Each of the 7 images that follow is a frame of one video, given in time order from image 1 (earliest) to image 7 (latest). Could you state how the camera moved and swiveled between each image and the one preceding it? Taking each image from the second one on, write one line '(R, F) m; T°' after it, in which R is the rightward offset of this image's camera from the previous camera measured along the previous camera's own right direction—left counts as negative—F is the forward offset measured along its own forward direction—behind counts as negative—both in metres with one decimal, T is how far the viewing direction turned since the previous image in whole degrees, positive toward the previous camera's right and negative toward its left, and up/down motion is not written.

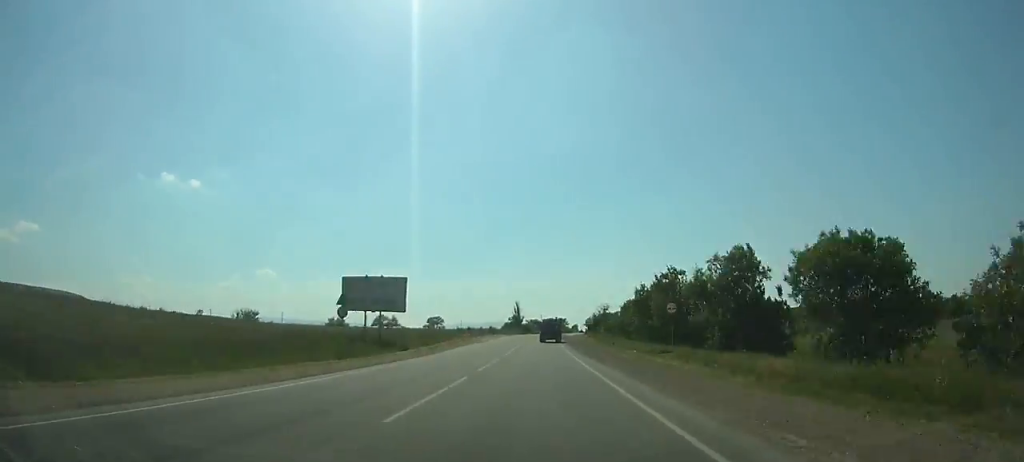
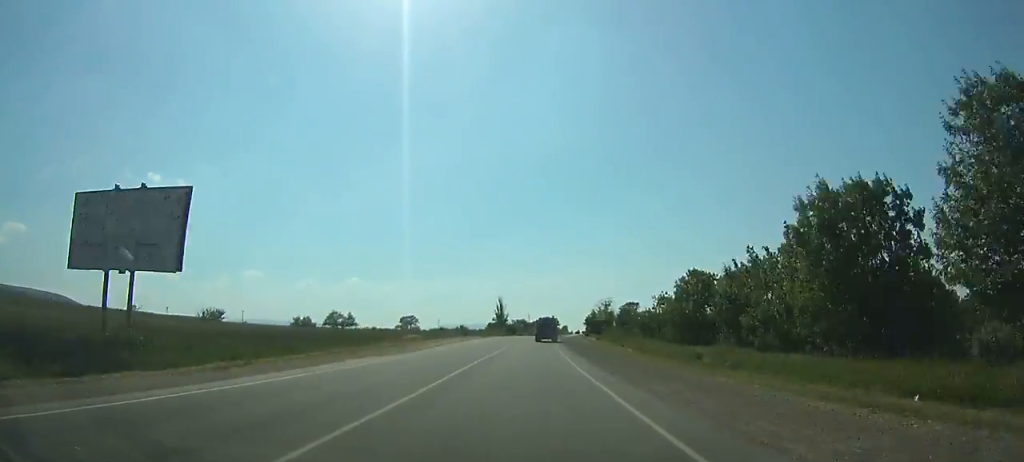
(-0.2, +31.9) m; +1°
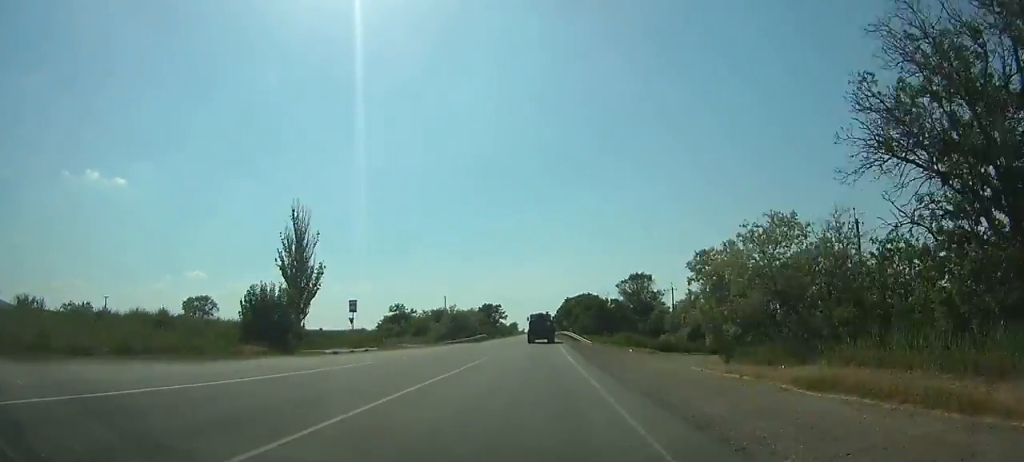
(+4.7, +128.6) m; +4°
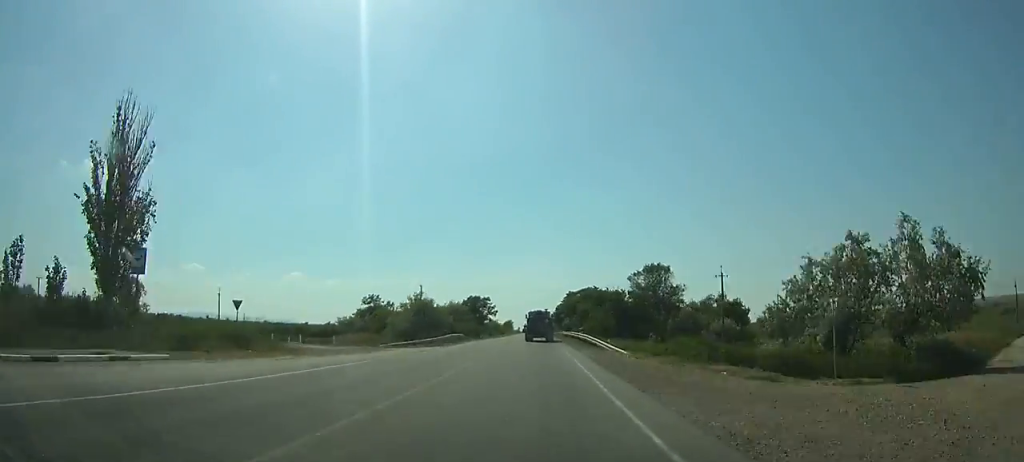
(+0.3, +25.5) m; +1°
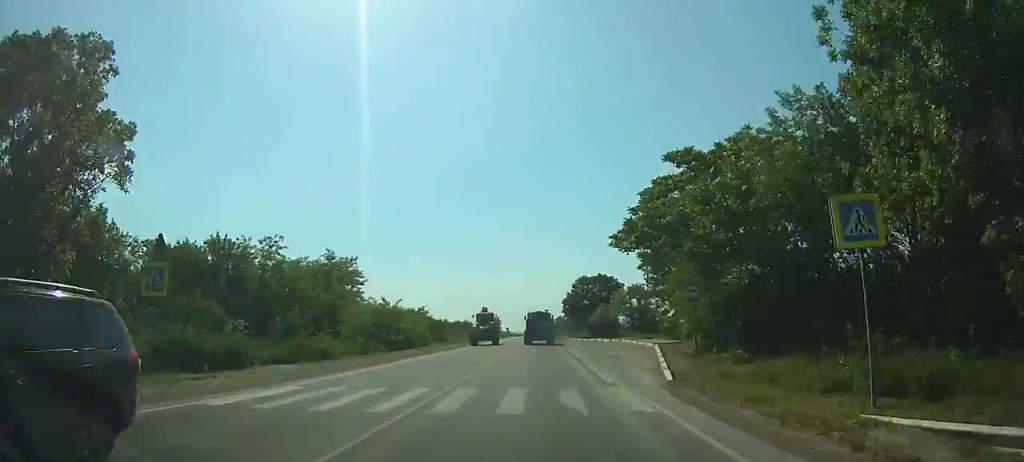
(+1.9, +106.5) m; +1°
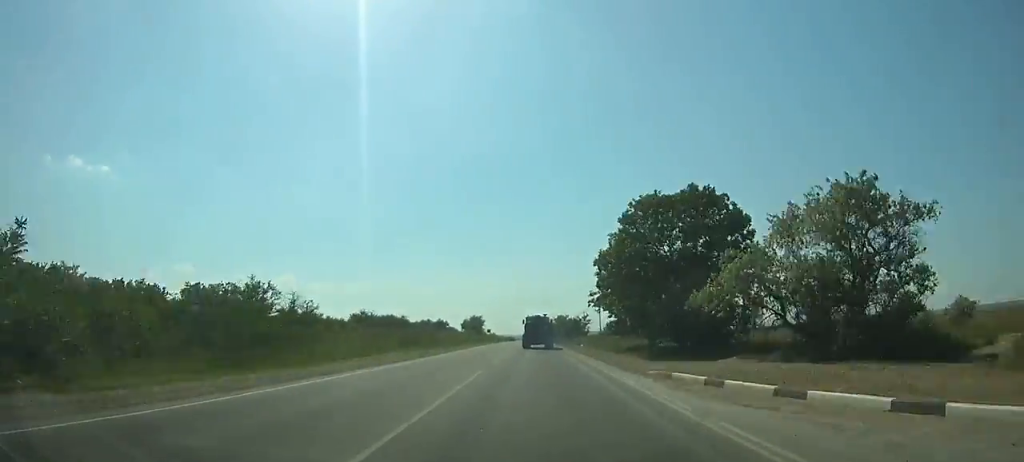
(0.0, +55.9) m; 0°
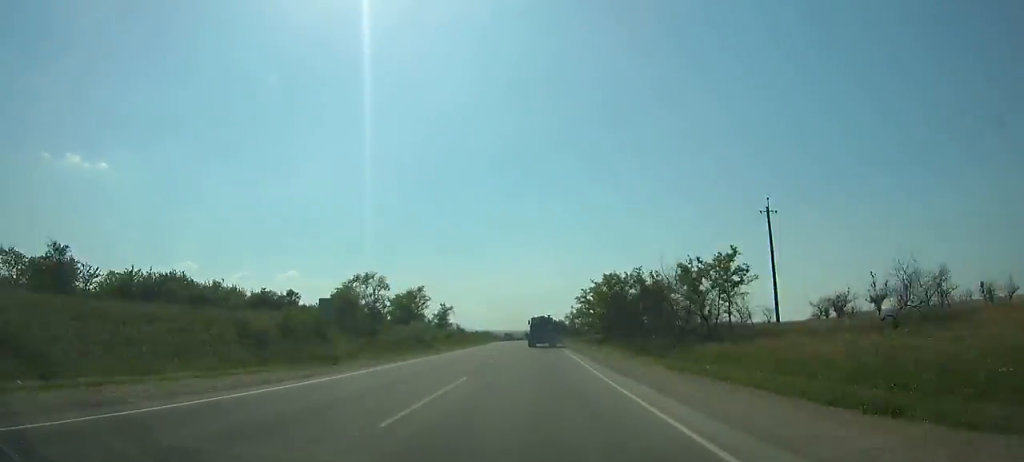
(-0.4, +111.9) m; 0°
